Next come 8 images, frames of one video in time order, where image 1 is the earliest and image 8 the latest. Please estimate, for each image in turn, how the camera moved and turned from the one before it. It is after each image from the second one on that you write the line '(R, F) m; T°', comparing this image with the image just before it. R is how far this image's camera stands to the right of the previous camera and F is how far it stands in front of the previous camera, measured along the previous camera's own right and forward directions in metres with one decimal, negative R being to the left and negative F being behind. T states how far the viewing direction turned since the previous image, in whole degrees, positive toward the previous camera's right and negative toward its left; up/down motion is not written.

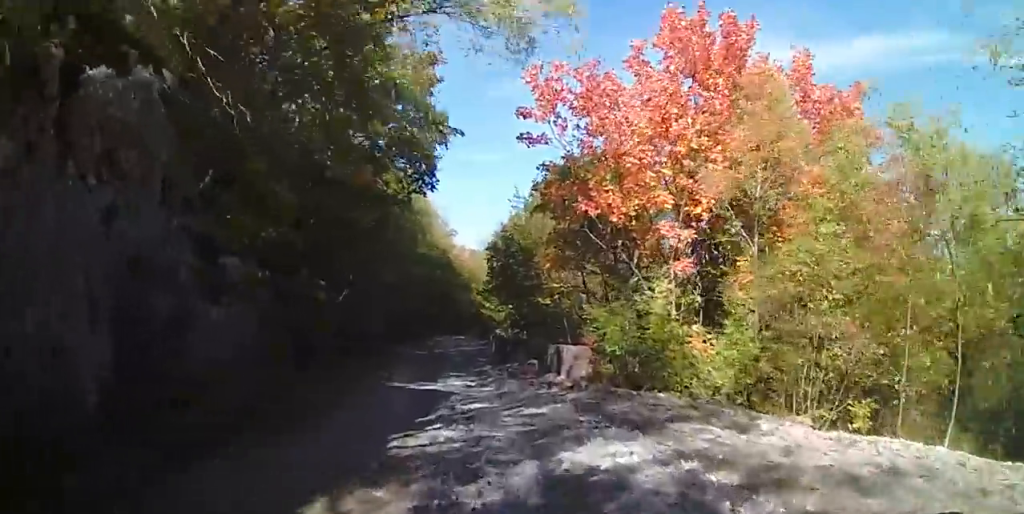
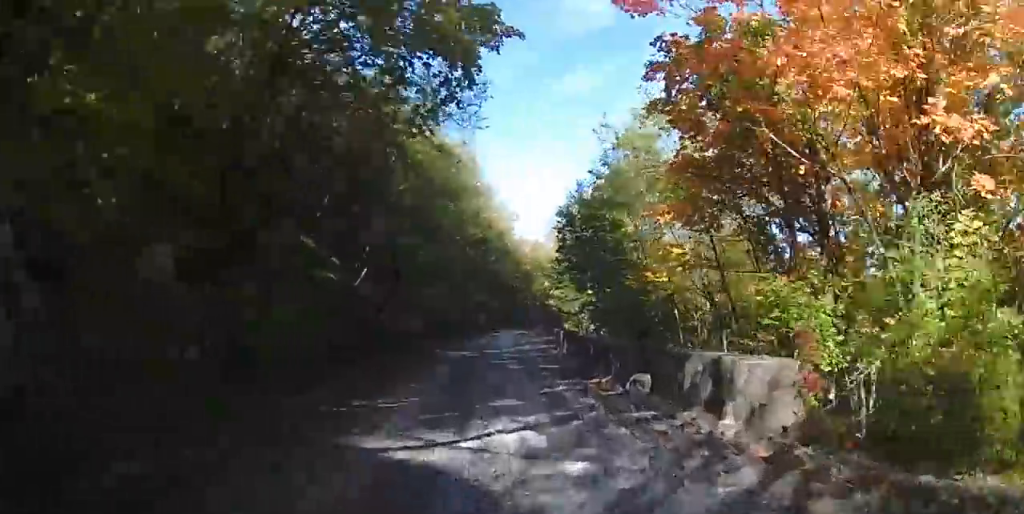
(-0.1, +6.7) m; -1°
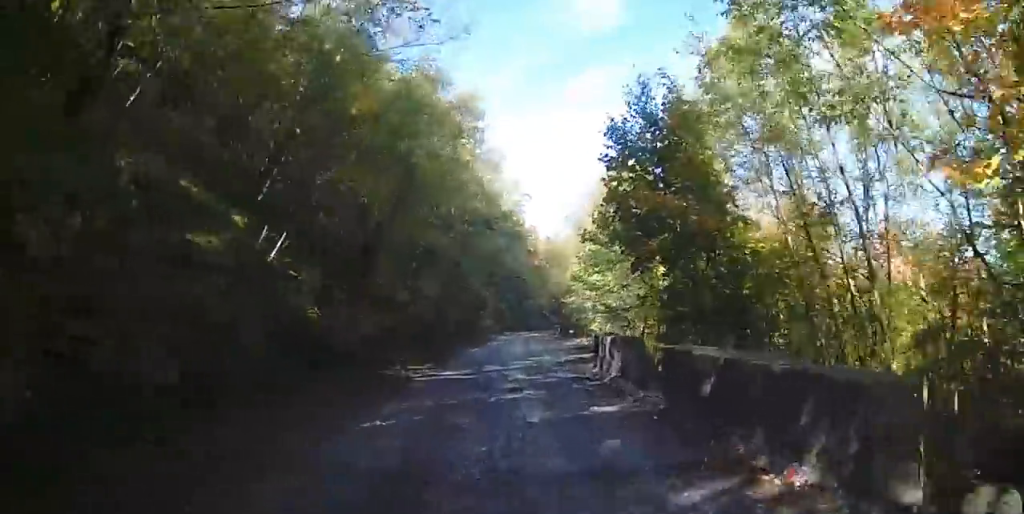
(0.0, +7.3) m; 0°
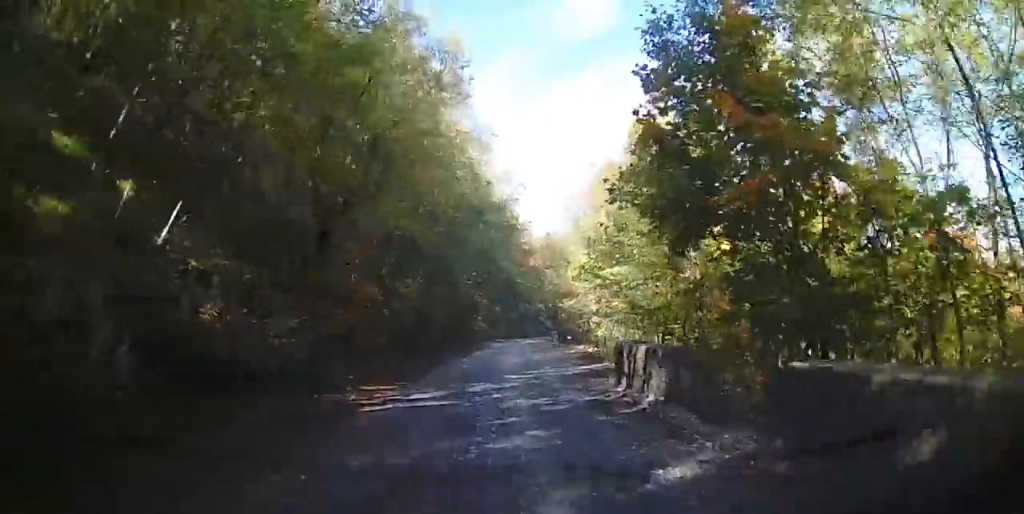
(0.0, +3.3) m; -1°
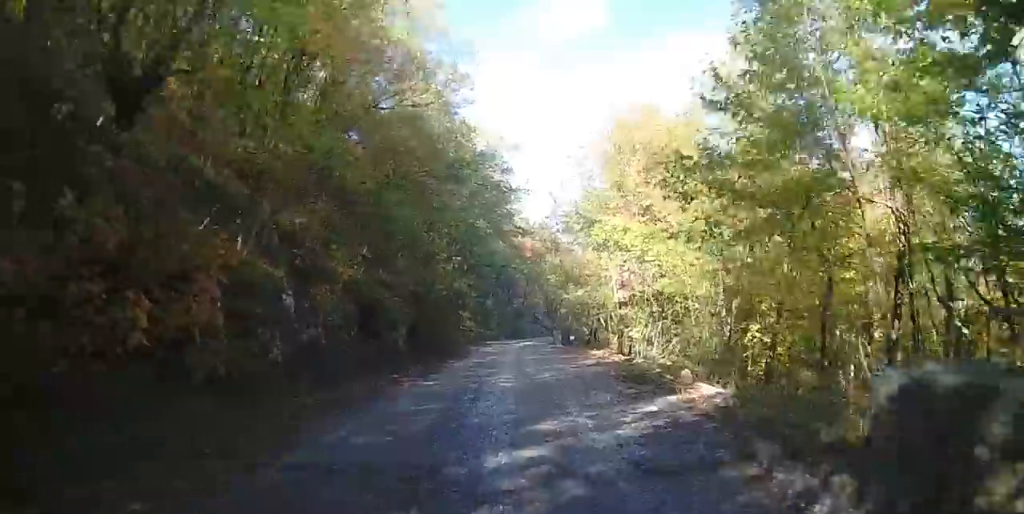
(-0.2, +7.2) m; -3°
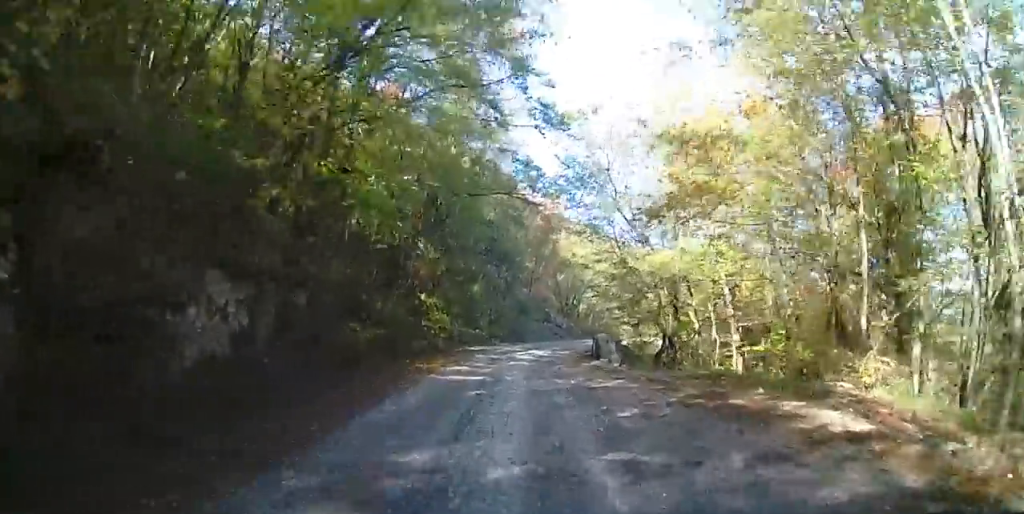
(-0.4, +17.1) m; 0°
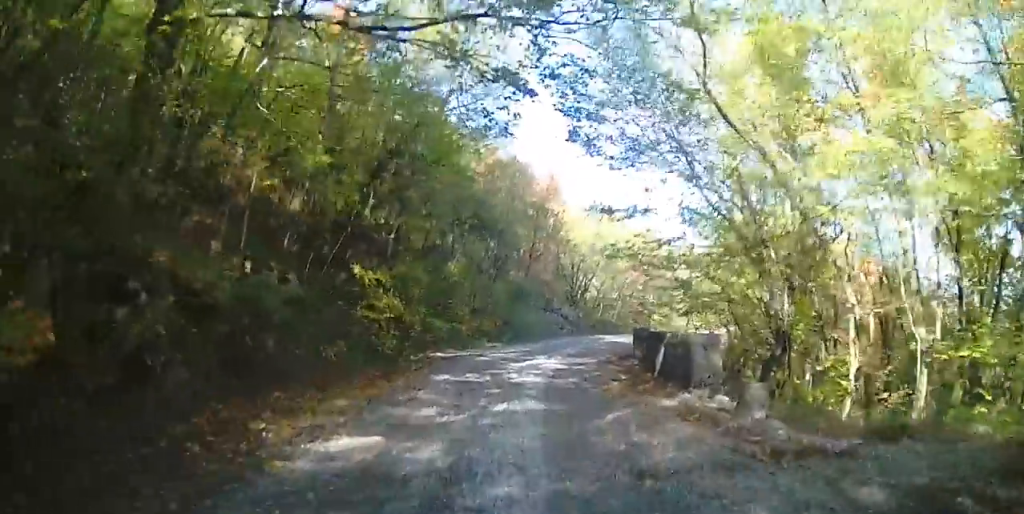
(-0.1, +9.1) m; +3°
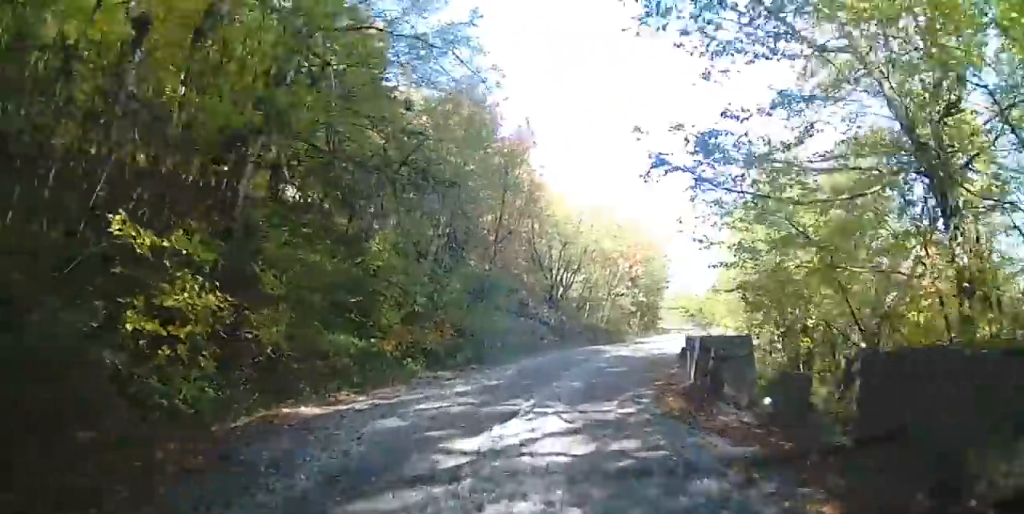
(+0.7, +8.8) m; +7°
